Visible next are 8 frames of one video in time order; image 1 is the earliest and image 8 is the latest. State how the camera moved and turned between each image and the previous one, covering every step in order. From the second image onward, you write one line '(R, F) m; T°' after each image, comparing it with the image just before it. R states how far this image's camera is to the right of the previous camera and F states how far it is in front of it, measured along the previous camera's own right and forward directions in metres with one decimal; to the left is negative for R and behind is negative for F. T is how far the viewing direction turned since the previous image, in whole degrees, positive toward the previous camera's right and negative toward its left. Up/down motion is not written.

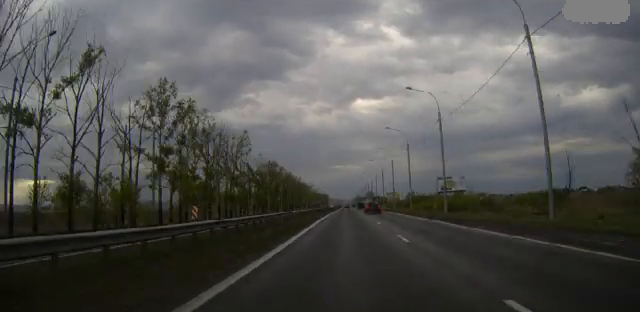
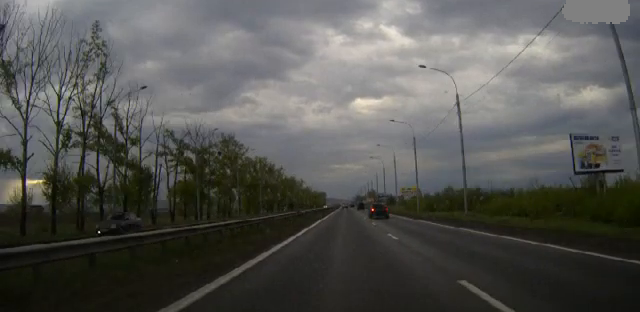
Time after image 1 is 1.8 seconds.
(-0.7, +52.4) m; +1°
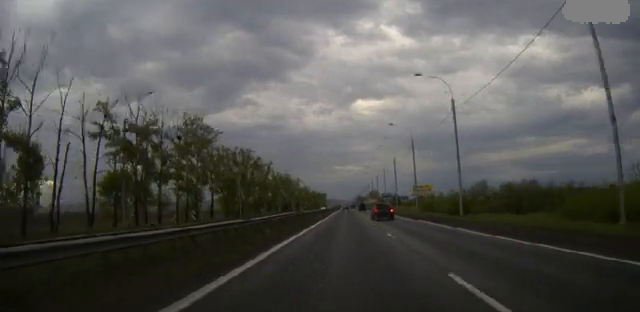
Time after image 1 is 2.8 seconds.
(+0.4, +30.4) m; +1°
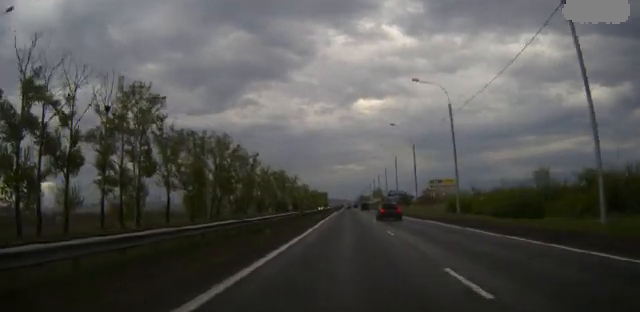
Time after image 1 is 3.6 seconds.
(-0.1, +23.4) m; 0°
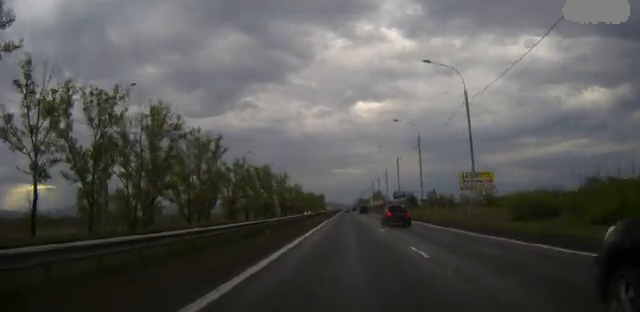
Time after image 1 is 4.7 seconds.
(-0.1, +31.0) m; 0°
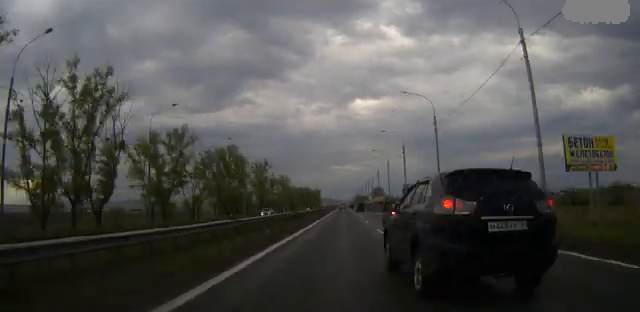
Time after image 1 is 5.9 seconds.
(0.0, +34.8) m; 0°
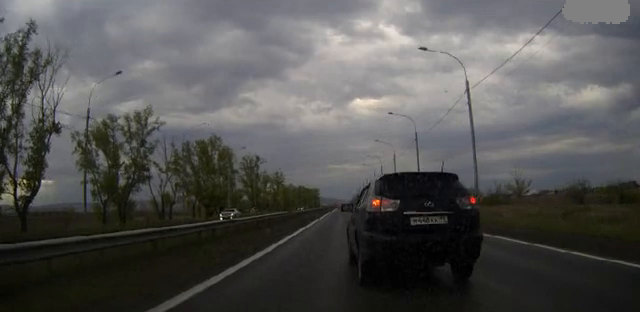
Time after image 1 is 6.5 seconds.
(0.0, +16.6) m; 0°
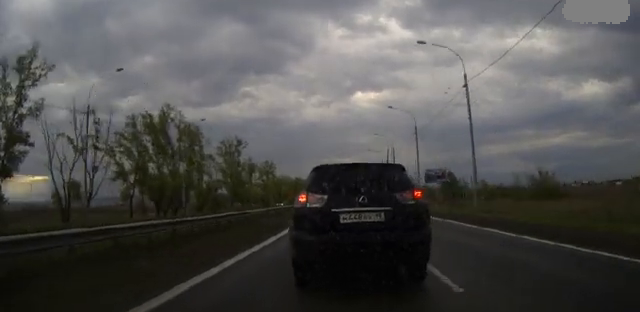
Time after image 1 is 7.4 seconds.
(0.0, +23.1) m; 0°
